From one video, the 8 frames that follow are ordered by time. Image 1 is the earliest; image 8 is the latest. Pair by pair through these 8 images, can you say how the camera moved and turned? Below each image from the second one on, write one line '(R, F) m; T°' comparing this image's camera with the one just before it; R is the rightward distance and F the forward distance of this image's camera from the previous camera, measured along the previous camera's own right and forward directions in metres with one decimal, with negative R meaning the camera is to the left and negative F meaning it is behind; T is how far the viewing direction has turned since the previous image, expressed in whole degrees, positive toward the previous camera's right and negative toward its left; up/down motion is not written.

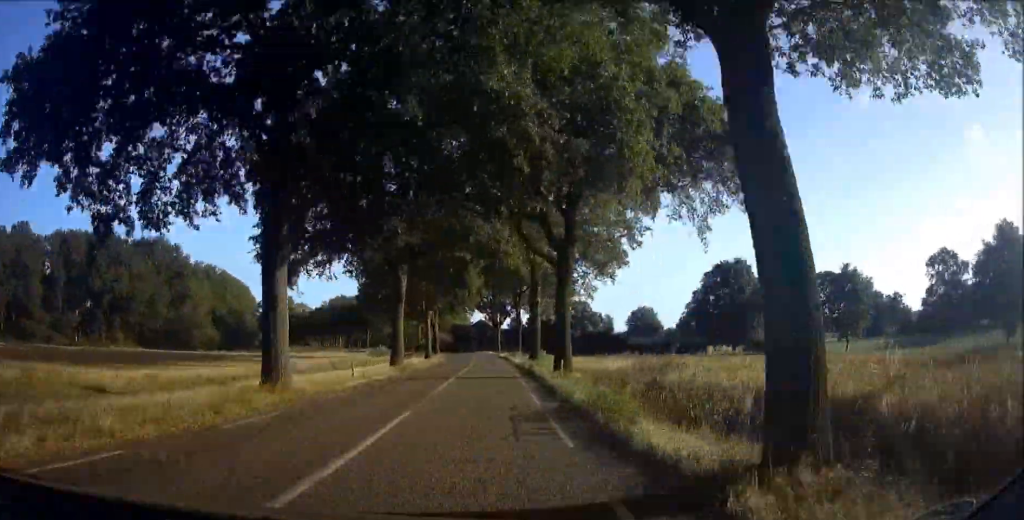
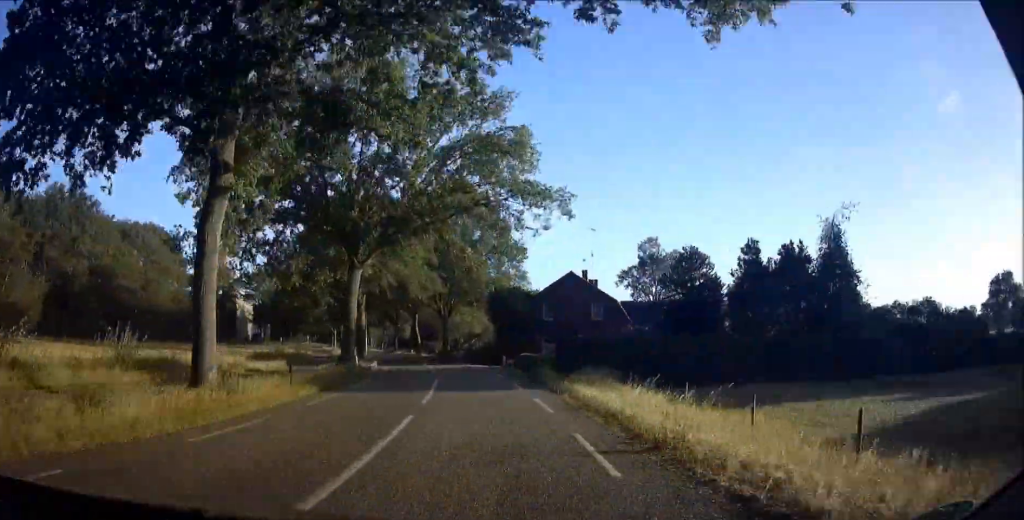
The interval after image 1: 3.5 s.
(-5.4, +85.4) m; -11°
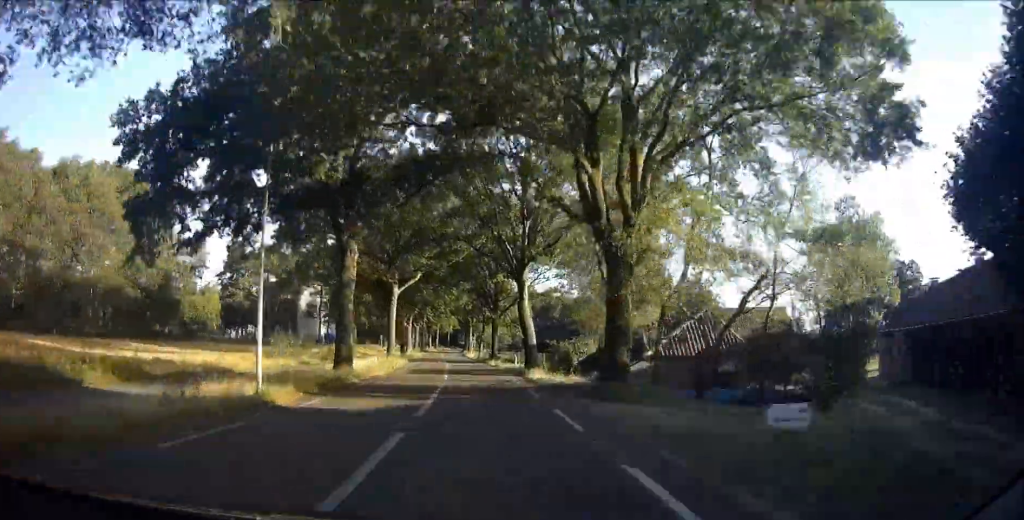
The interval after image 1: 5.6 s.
(-4.3, +49.5) m; -8°
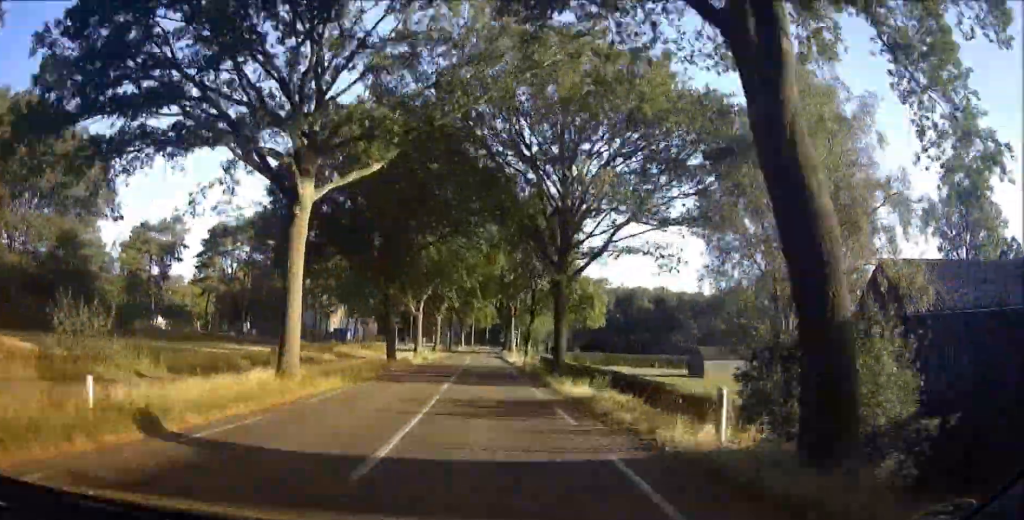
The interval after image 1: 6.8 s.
(-1.4, +28.9) m; -3°
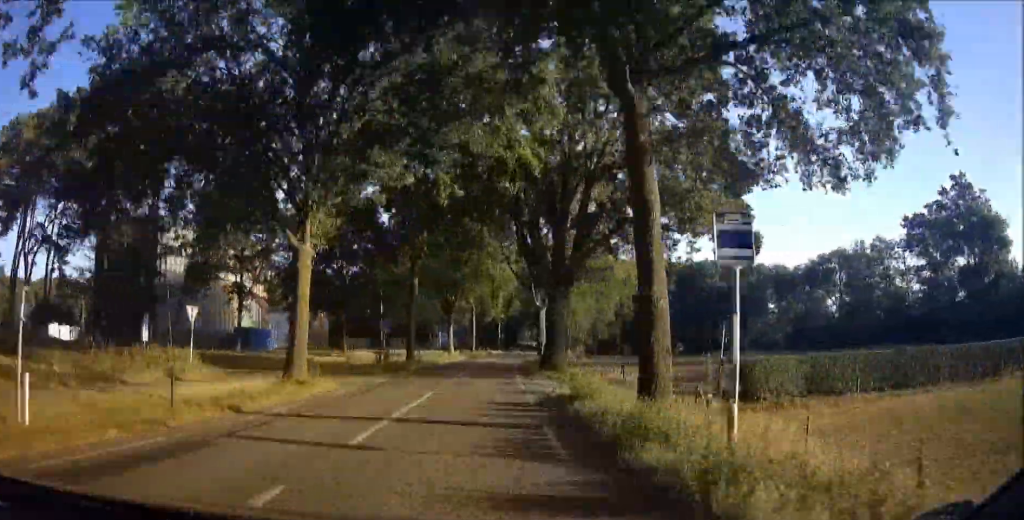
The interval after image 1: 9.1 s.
(+0.4, +56.3) m; +1°
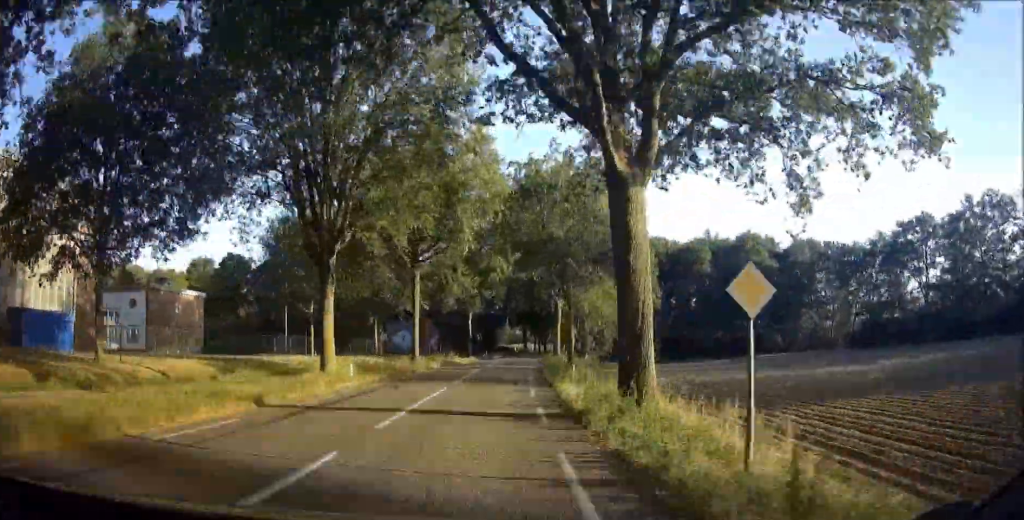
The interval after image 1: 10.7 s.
(+0.6, +38.6) m; +1°
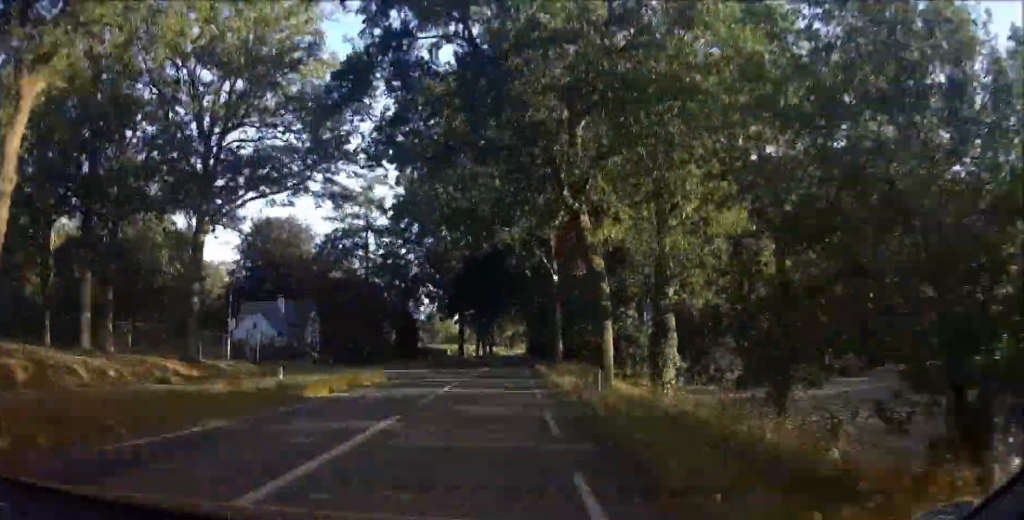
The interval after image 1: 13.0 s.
(+0.8, +54.6) m; +3°
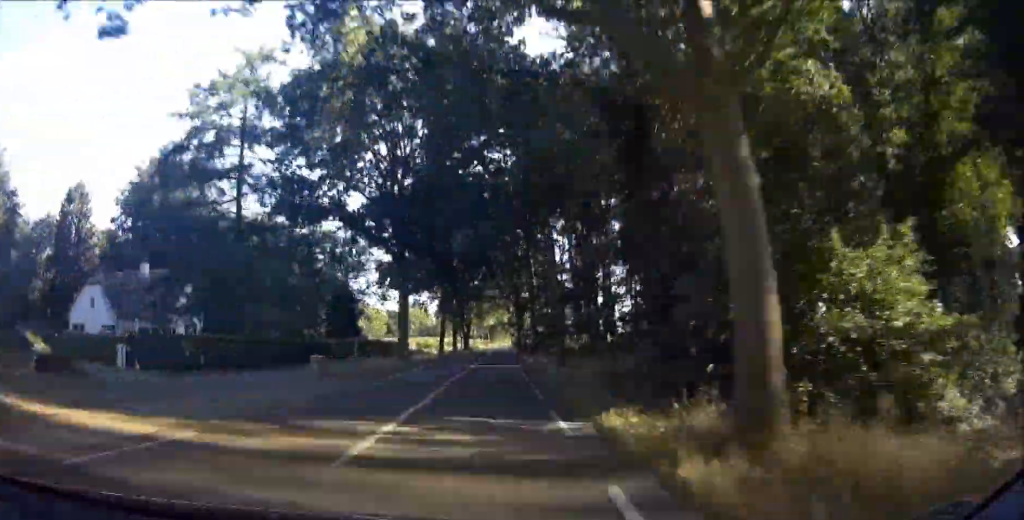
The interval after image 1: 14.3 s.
(+1.2, +30.4) m; +2°
